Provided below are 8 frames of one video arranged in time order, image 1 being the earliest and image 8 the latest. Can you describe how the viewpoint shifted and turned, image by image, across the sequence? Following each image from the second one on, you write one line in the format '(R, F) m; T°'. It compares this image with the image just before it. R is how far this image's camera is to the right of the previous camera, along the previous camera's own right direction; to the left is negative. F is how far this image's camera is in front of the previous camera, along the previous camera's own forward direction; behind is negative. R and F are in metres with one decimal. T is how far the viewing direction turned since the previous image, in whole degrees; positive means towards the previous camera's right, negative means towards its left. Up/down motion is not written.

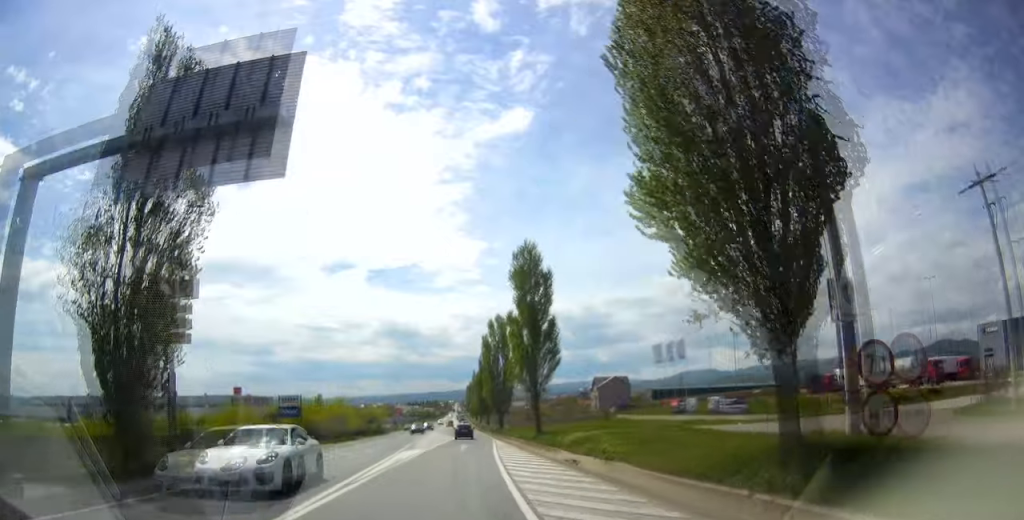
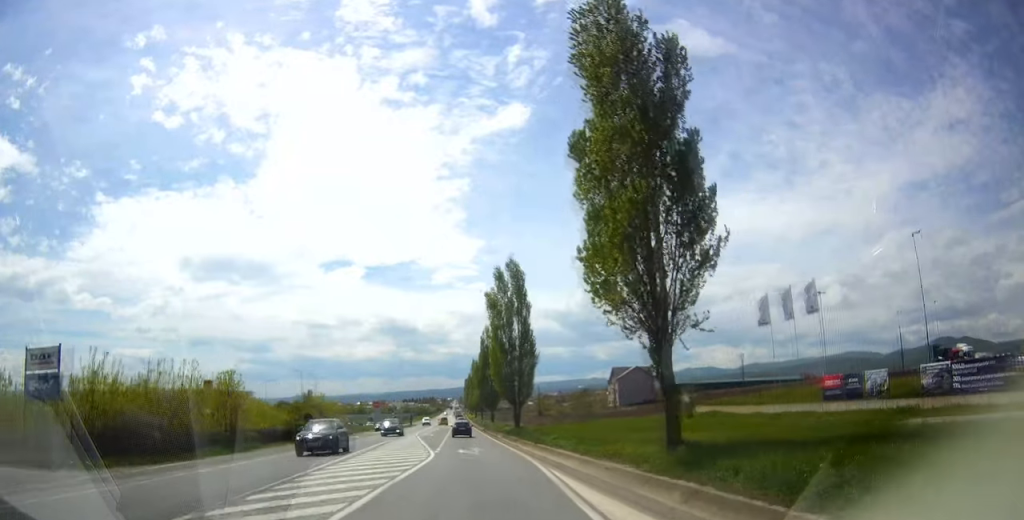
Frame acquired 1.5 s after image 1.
(-0.2, +33.9) m; 0°
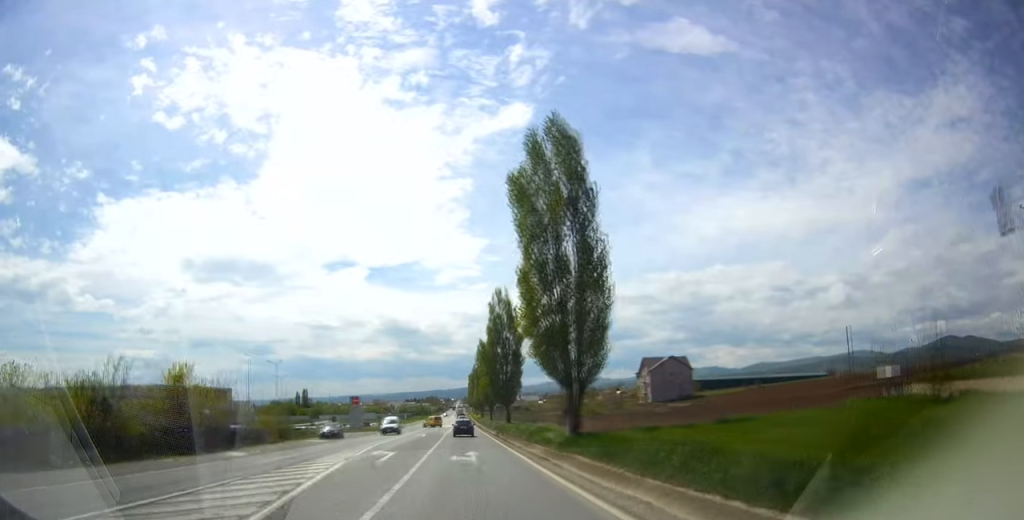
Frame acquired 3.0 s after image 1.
(+0.5, +33.8) m; +1°
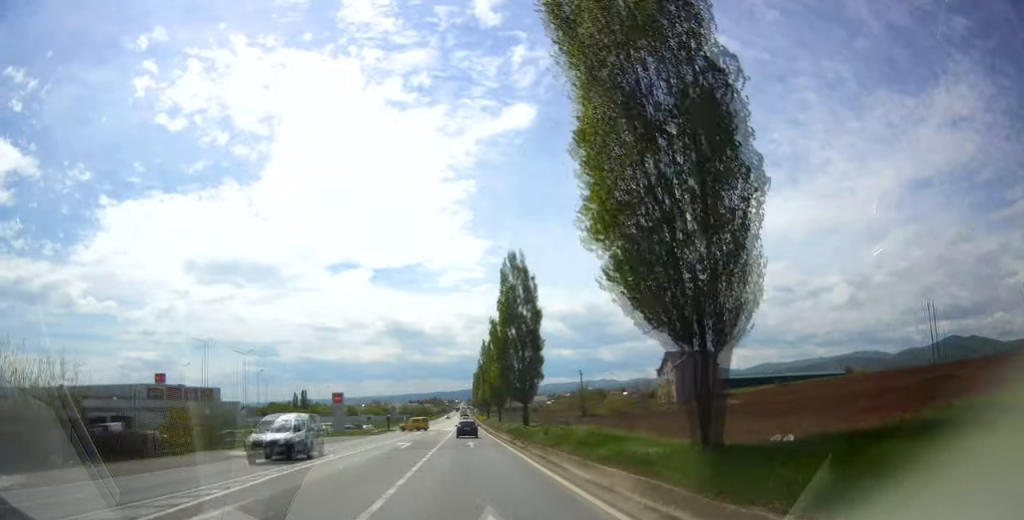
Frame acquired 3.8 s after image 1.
(+0.1, +18.0) m; 0°
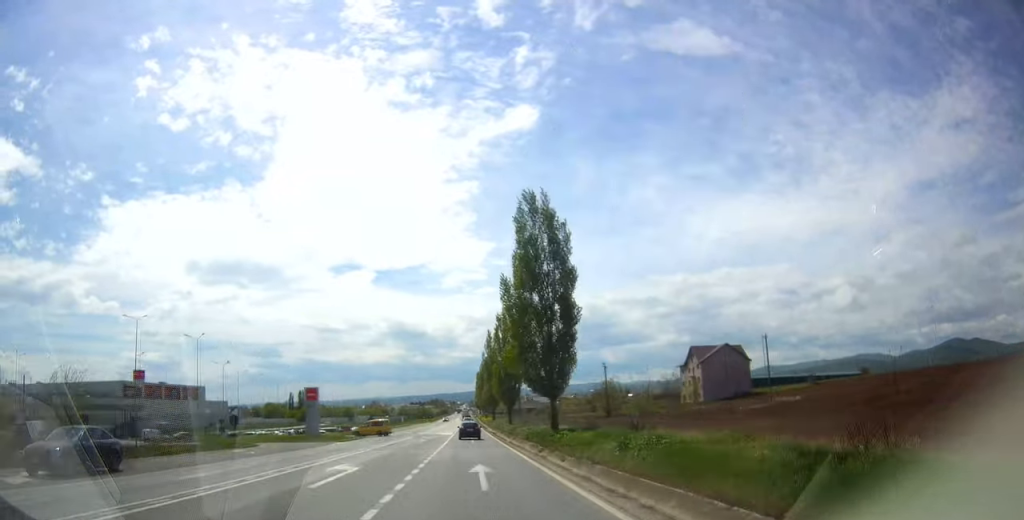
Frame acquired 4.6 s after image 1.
(0.0, +17.9) m; 0°
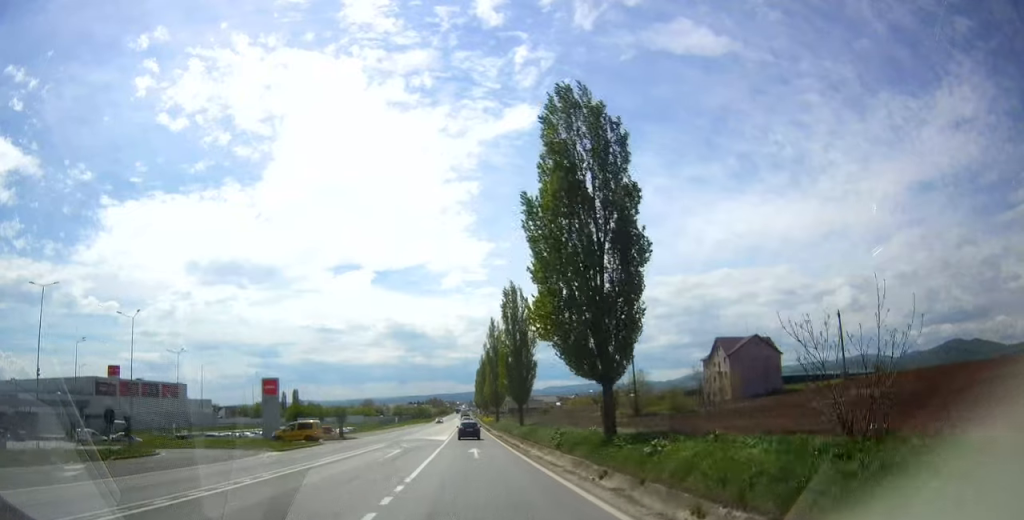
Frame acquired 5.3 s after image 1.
(0.0, +17.0) m; -1°
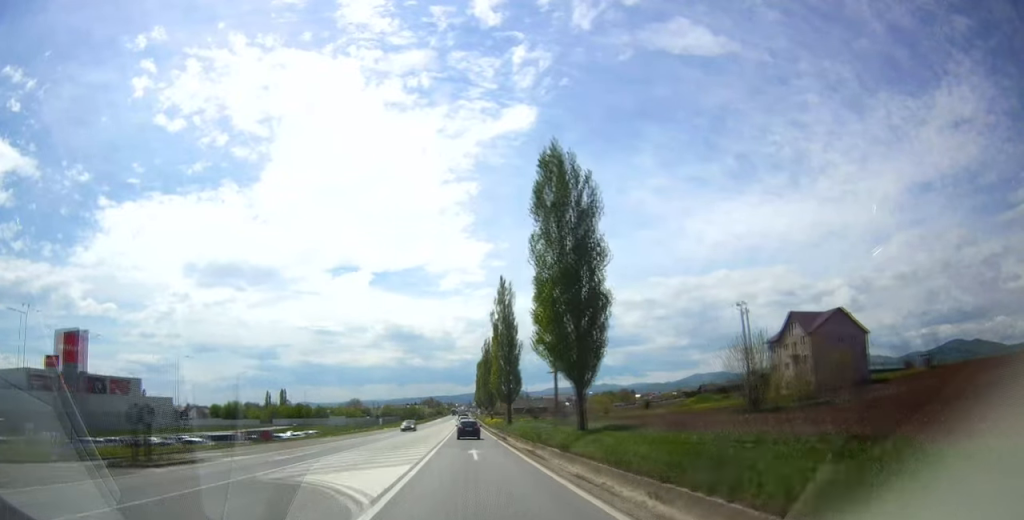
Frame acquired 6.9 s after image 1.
(-0.2, +34.4) m; 0°
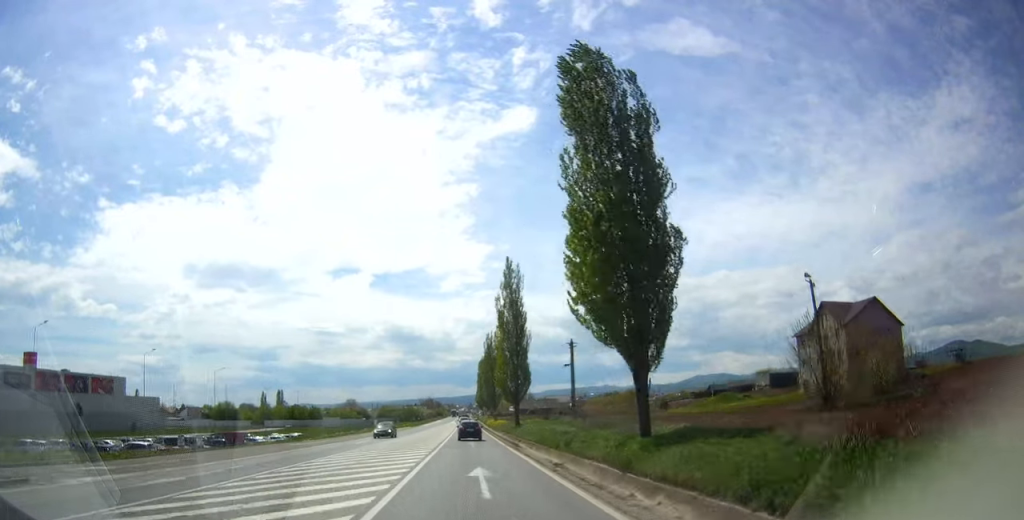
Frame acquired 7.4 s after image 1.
(+0.1, +10.6) m; 0°
